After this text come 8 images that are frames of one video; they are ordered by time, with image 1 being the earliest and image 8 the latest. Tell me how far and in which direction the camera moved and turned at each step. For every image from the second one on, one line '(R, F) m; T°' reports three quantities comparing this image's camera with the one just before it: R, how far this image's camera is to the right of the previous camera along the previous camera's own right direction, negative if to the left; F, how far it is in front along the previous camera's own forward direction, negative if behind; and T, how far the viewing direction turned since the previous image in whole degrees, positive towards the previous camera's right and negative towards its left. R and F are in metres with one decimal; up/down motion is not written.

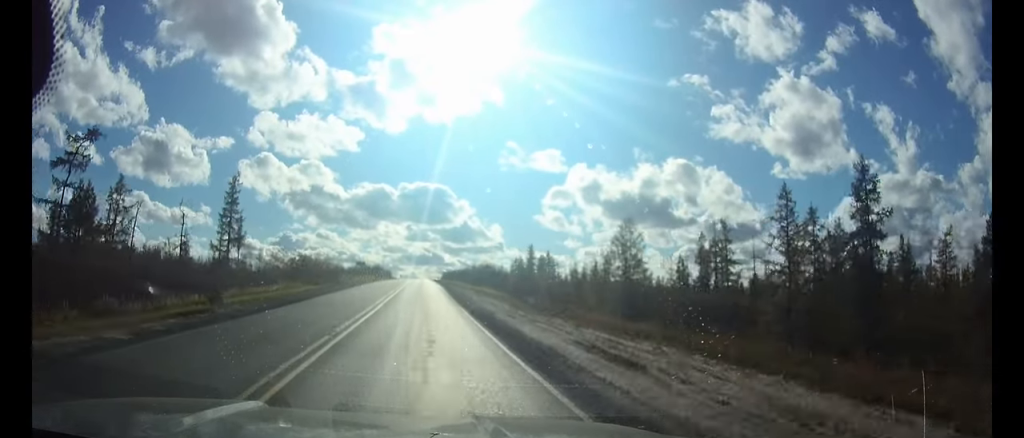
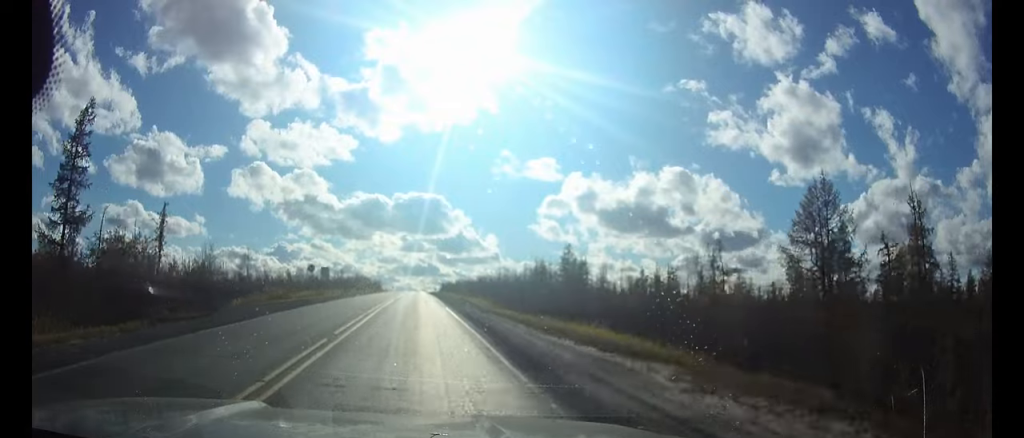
(+0.1, +36.1) m; +1°
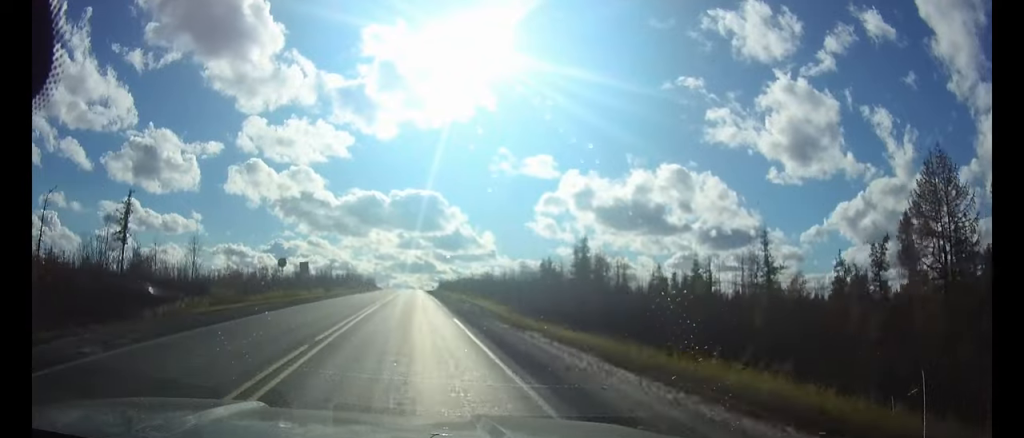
(+0.1, +10.4) m; 0°
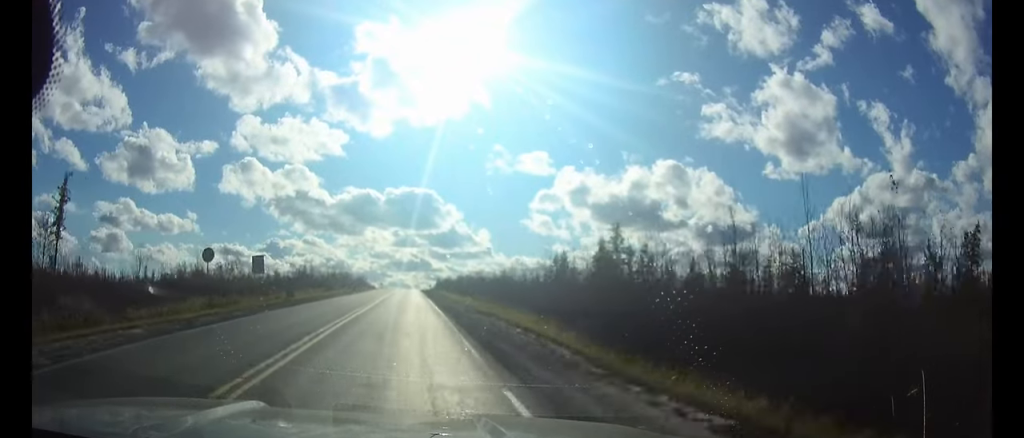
(+0.1, +15.7) m; 0°
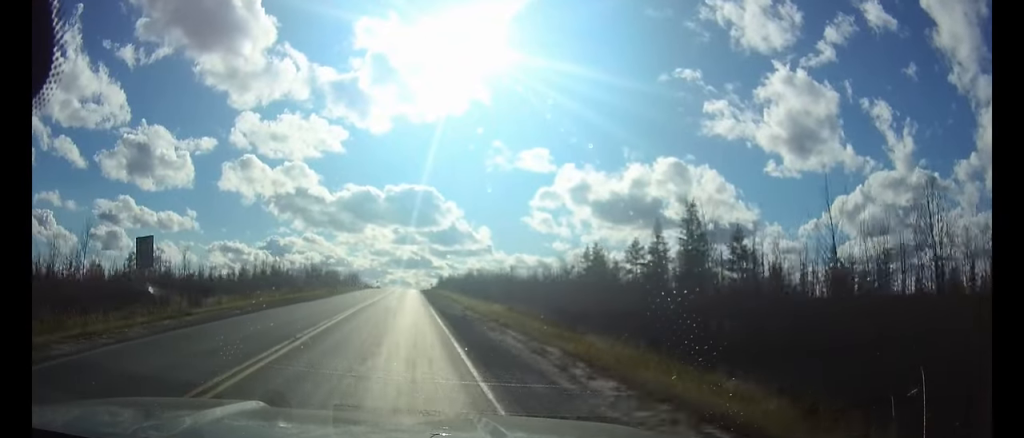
(-0.1, +18.2) m; -1°
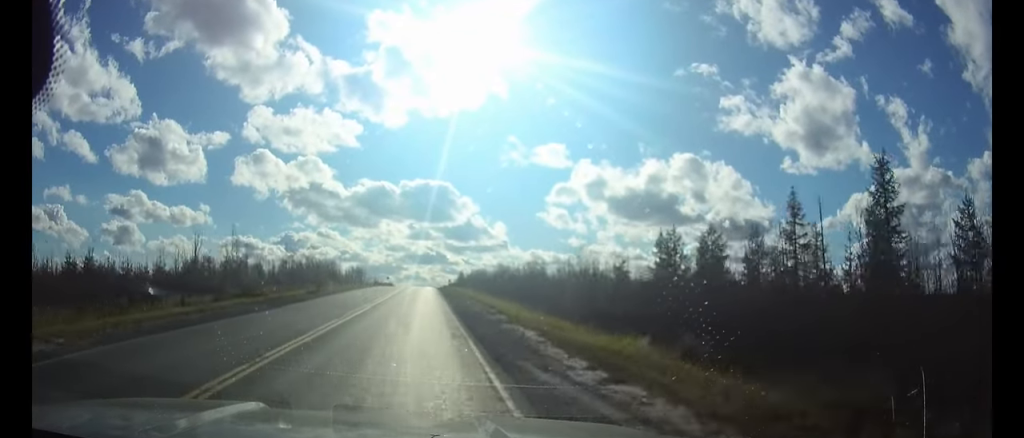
(-0.1, +20.2) m; 0°
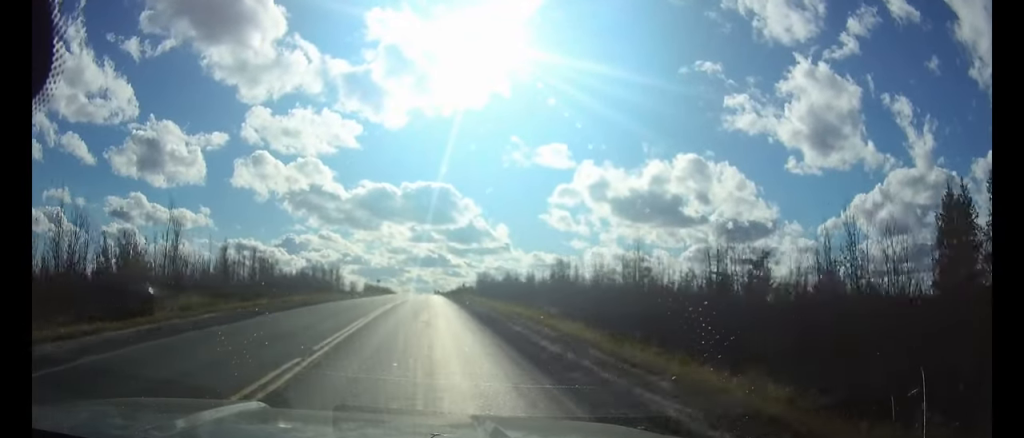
(-0.2, +40.1) m; 0°
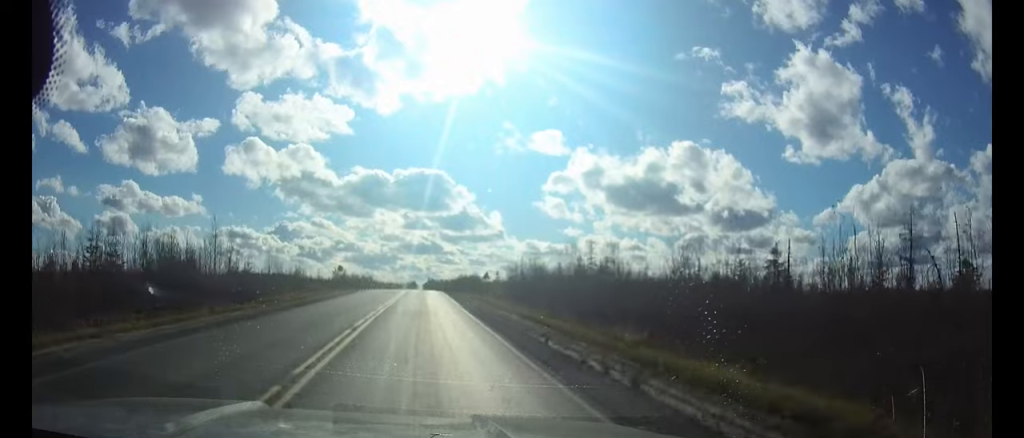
(+0.1, +42.5) m; 0°
